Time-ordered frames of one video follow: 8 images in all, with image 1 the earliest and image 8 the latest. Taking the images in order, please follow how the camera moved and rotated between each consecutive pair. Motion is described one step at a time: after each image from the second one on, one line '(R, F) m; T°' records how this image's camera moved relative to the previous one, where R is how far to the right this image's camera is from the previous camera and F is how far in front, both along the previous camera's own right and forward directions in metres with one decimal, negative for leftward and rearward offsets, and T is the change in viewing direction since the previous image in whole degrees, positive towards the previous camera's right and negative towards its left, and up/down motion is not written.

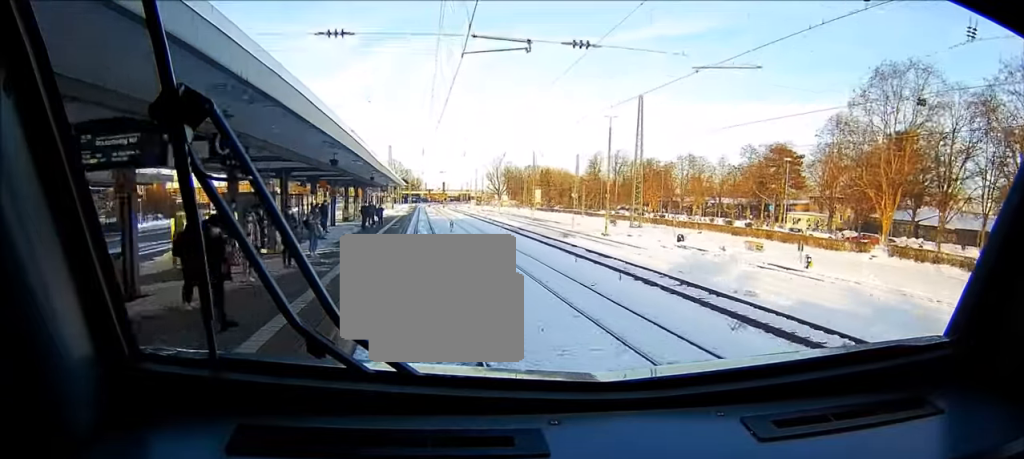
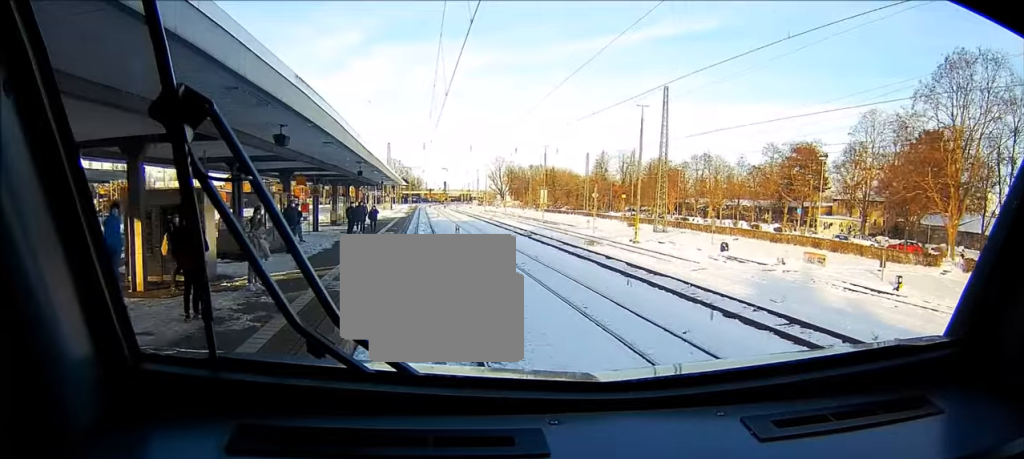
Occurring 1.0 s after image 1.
(-0.2, +9.3) m; -1°
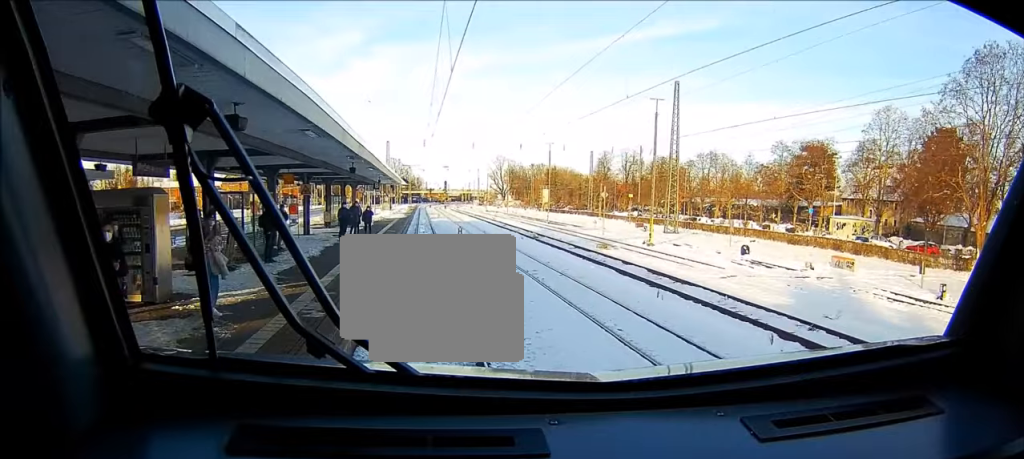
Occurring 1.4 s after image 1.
(+0.1, +3.6) m; 0°
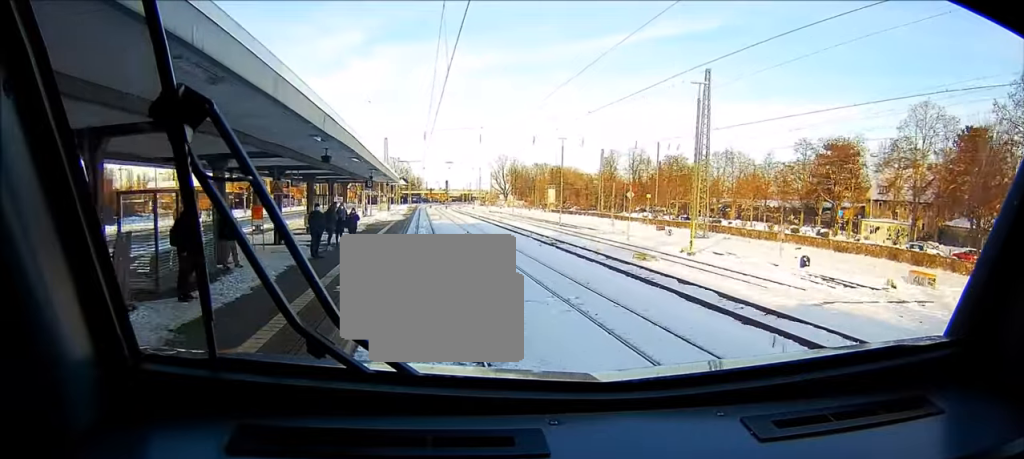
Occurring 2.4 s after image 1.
(-0.1, +8.9) m; -1°
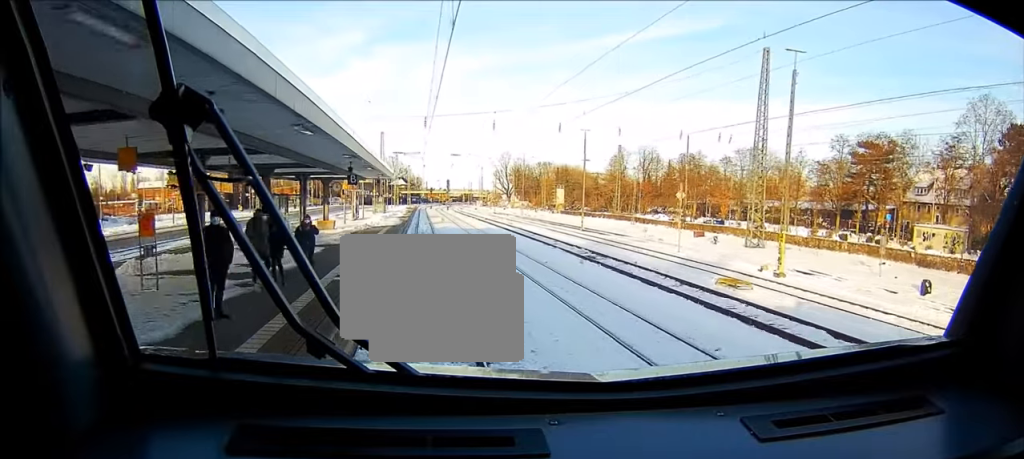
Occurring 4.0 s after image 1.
(+0.1, +11.9) m; +2°
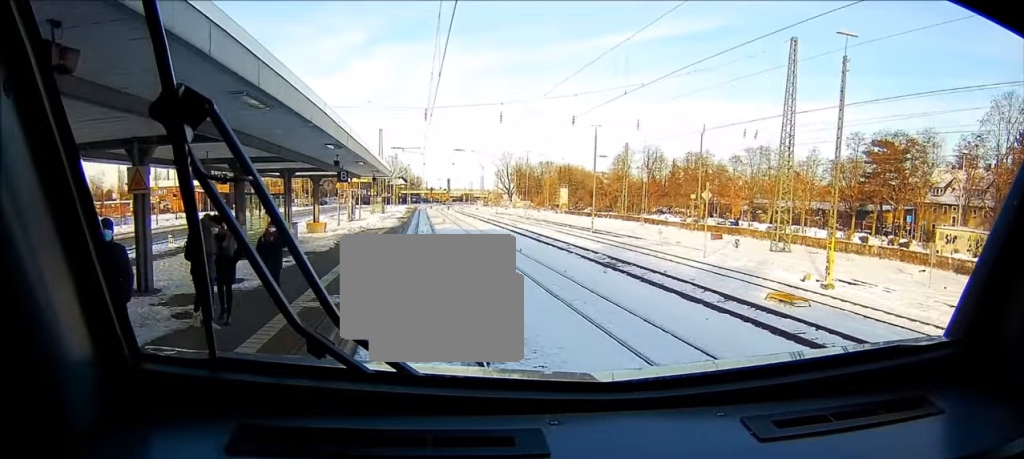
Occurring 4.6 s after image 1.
(+0.1, +4.2) m; +1°
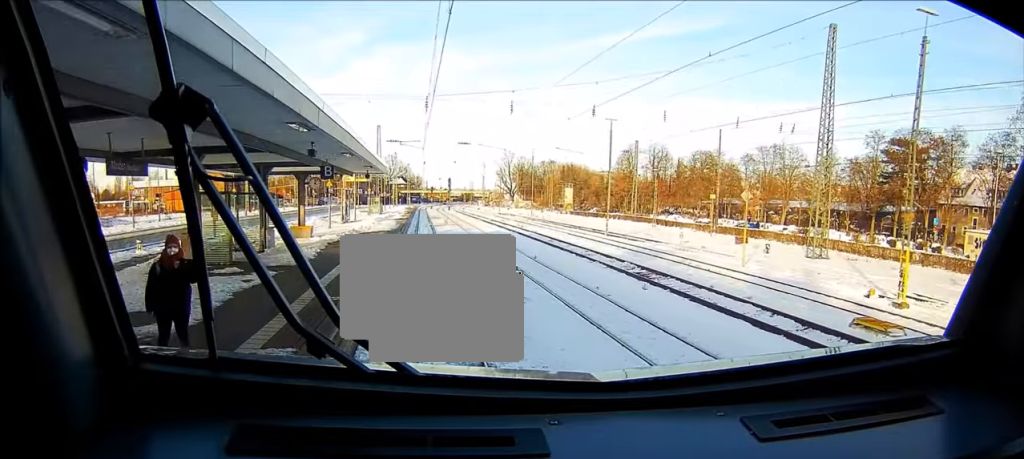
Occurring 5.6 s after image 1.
(+0.1, +5.3) m; 0°
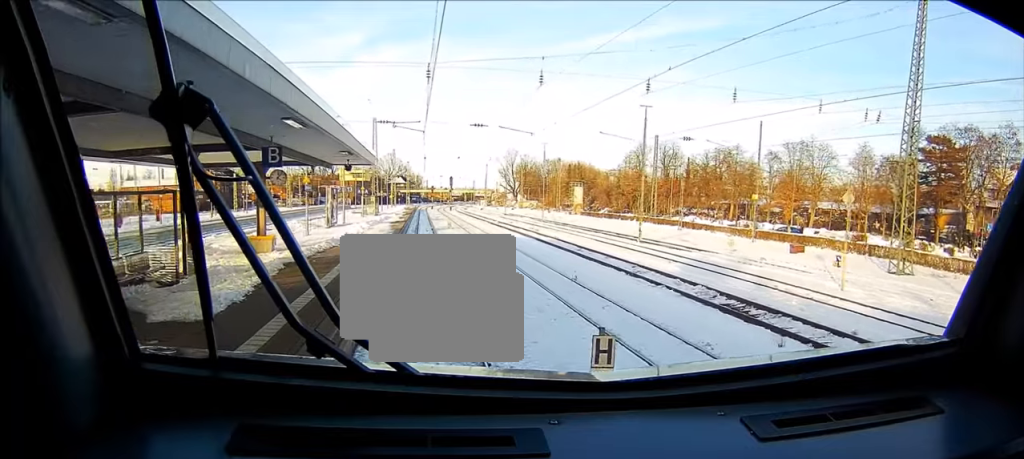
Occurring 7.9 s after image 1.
(-0.2, +10.4) m; -2°
